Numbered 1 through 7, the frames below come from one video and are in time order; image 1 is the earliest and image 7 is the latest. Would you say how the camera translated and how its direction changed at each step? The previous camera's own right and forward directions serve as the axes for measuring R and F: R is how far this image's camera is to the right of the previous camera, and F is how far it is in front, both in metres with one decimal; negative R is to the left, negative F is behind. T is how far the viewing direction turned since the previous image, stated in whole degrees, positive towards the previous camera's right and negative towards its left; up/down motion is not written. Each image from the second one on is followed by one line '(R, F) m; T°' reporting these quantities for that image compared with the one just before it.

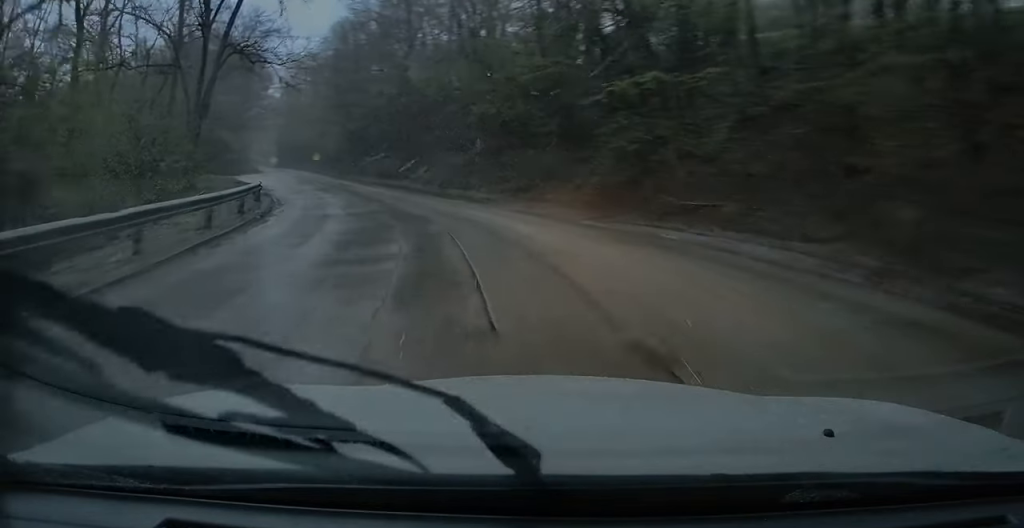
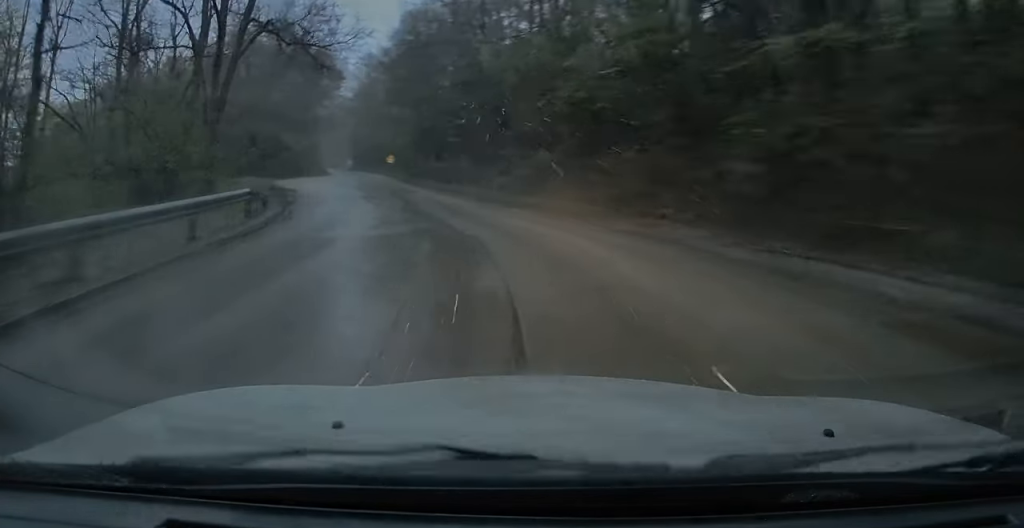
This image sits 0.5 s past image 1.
(-0.3, +6.6) m; -5°
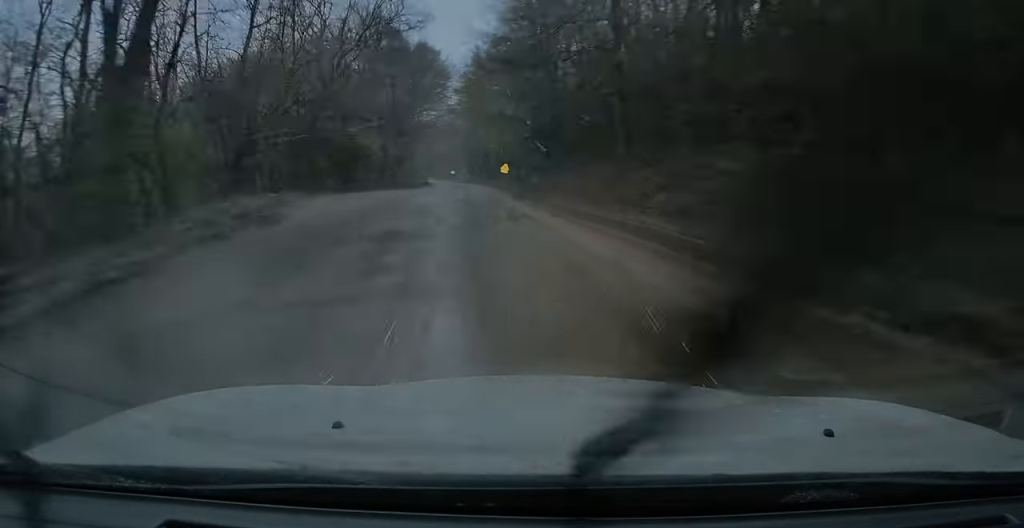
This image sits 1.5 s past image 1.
(-0.7, +13.9) m; -7°
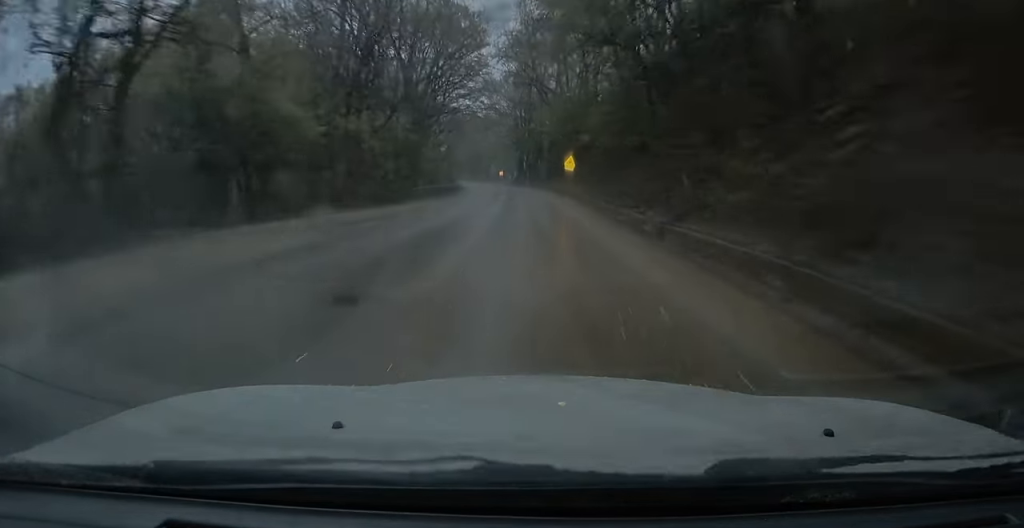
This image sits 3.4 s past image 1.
(-2.1, +27.1) m; -4°
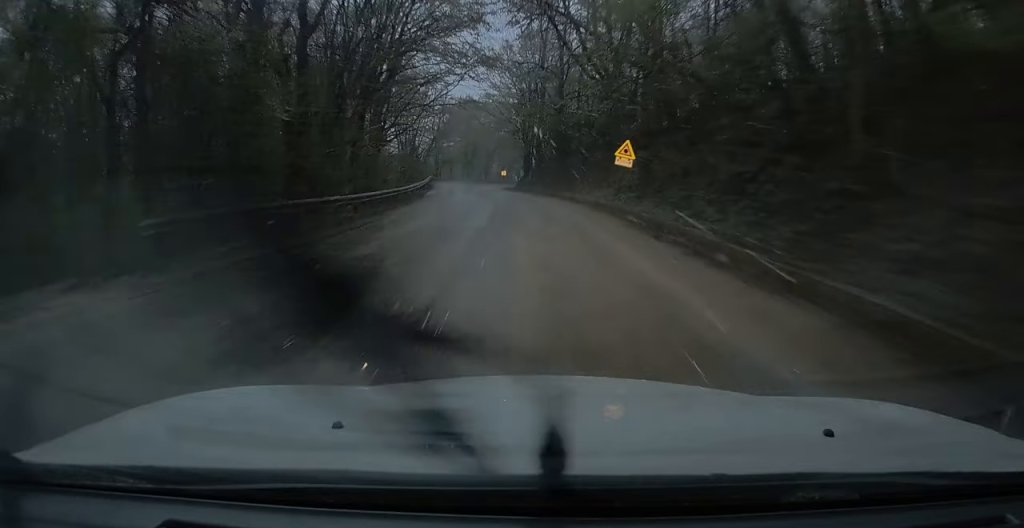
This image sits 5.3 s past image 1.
(-0.3, +26.7) m; -2°
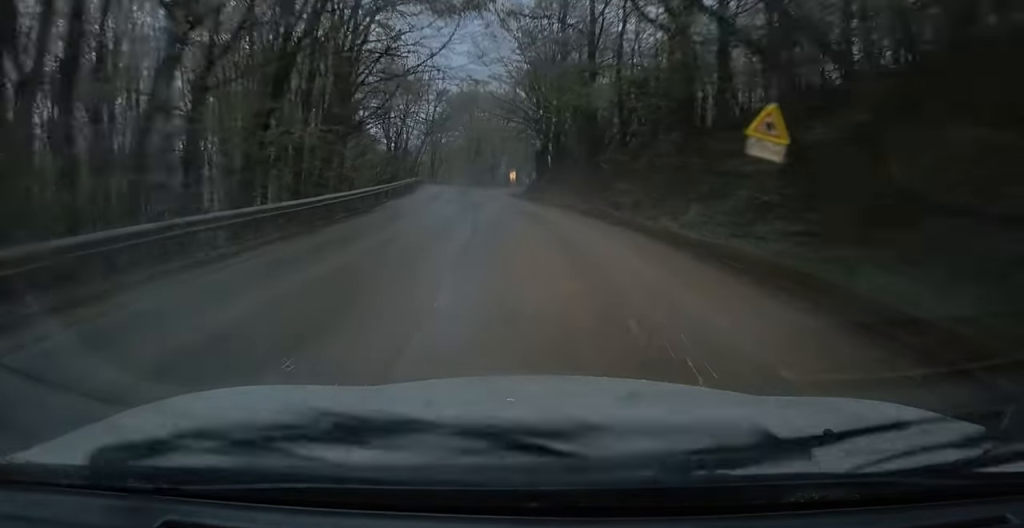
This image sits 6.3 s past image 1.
(-0.1, +15.4) m; -3°
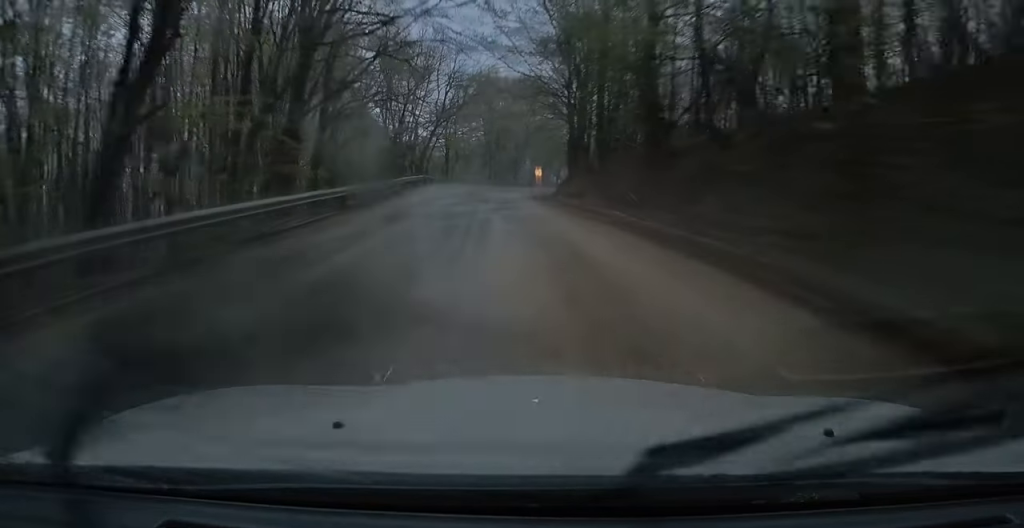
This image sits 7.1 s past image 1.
(-0.5, +11.0) m; -2°
